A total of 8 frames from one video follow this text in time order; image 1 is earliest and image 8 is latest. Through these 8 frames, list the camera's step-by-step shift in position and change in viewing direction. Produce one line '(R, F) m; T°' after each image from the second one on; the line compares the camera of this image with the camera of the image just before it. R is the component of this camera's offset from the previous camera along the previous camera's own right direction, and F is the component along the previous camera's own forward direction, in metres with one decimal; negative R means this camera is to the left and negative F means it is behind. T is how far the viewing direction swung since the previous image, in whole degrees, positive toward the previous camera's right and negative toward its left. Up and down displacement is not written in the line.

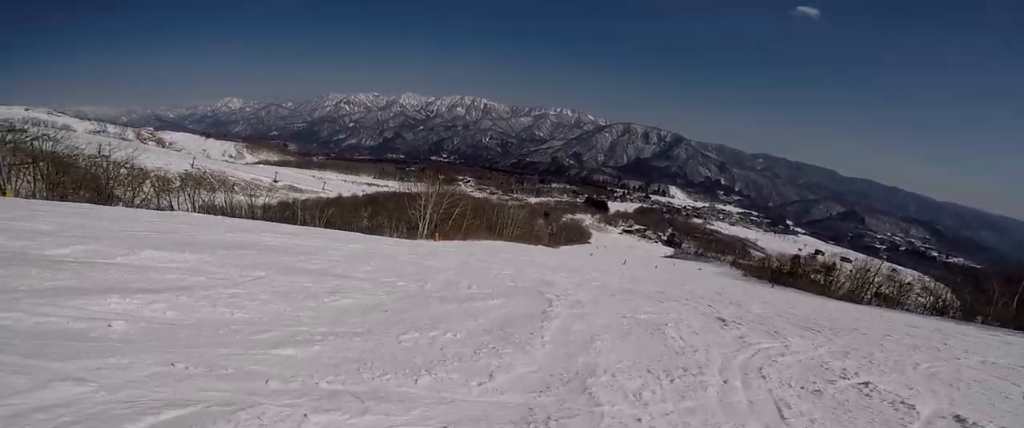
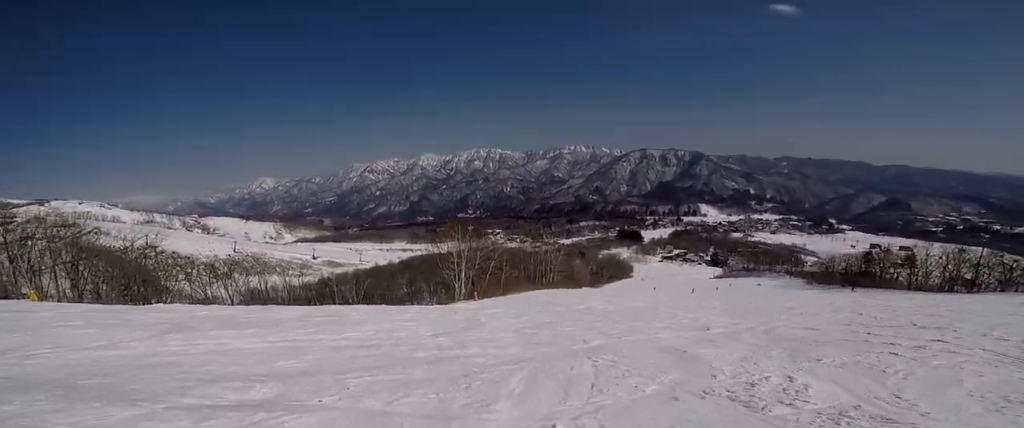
(-0.2, +7.5) m; +2°
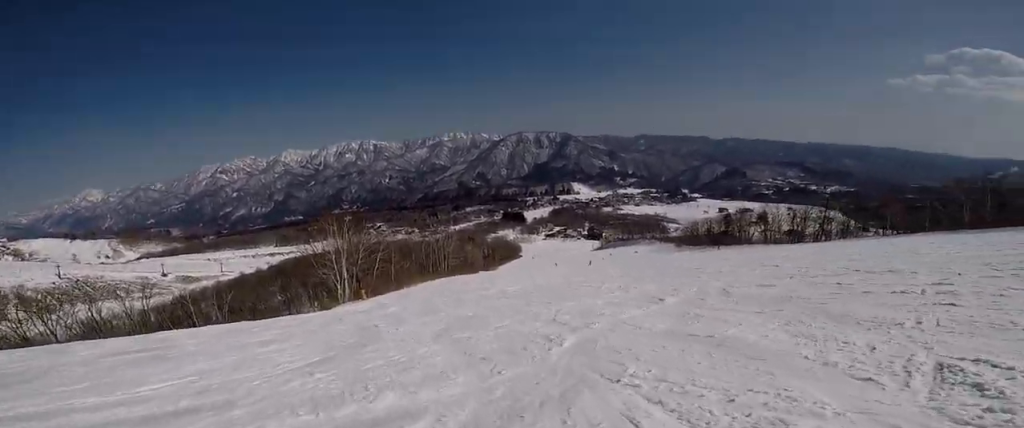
(0.0, +4.2) m; +13°
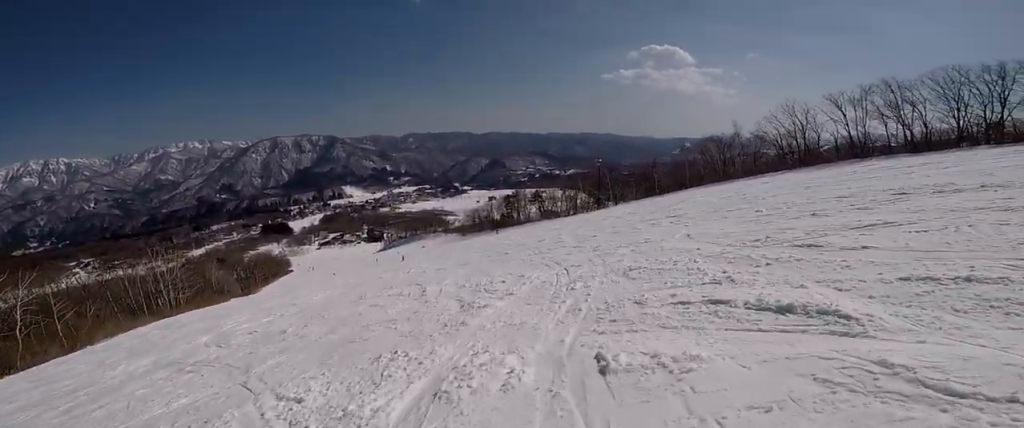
(+3.8, +11.1) m; +28°
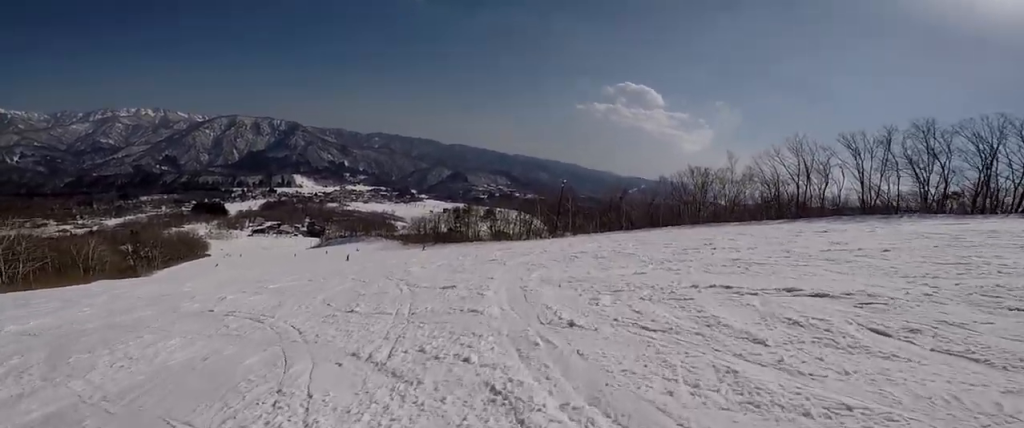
(+1.4, +12.0) m; +11°
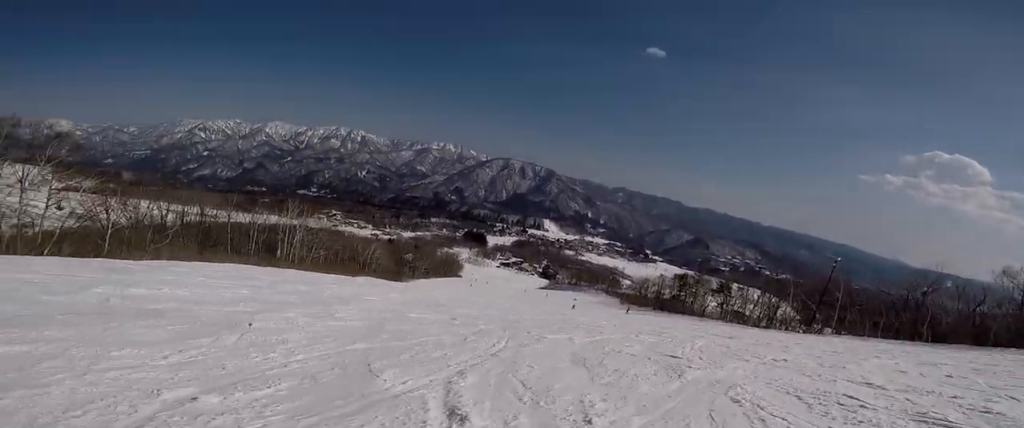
(-0.5, +7.3) m; -25°
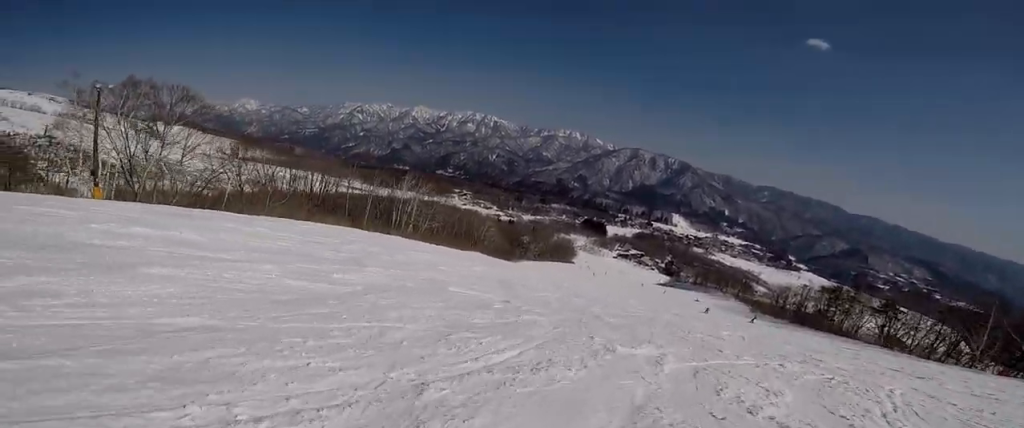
(-1.8, +5.8) m; -26°
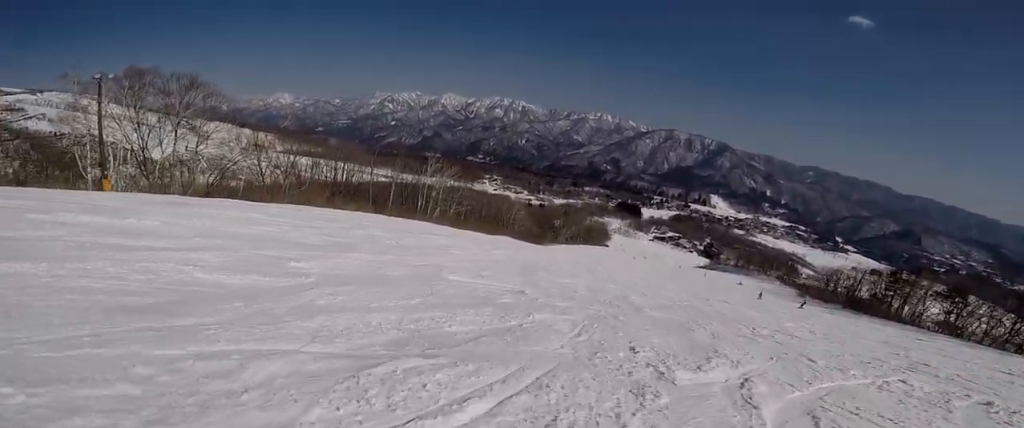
(-0.6, +3.3) m; -2°
